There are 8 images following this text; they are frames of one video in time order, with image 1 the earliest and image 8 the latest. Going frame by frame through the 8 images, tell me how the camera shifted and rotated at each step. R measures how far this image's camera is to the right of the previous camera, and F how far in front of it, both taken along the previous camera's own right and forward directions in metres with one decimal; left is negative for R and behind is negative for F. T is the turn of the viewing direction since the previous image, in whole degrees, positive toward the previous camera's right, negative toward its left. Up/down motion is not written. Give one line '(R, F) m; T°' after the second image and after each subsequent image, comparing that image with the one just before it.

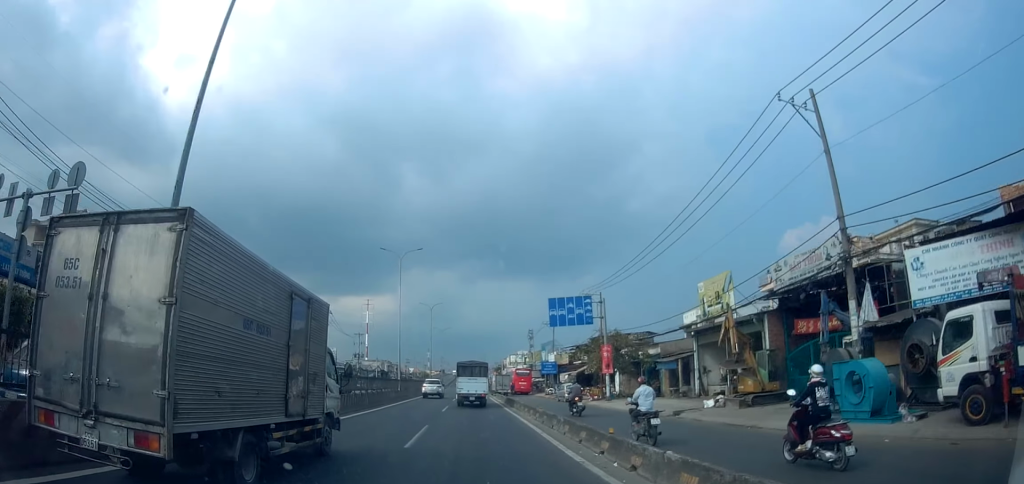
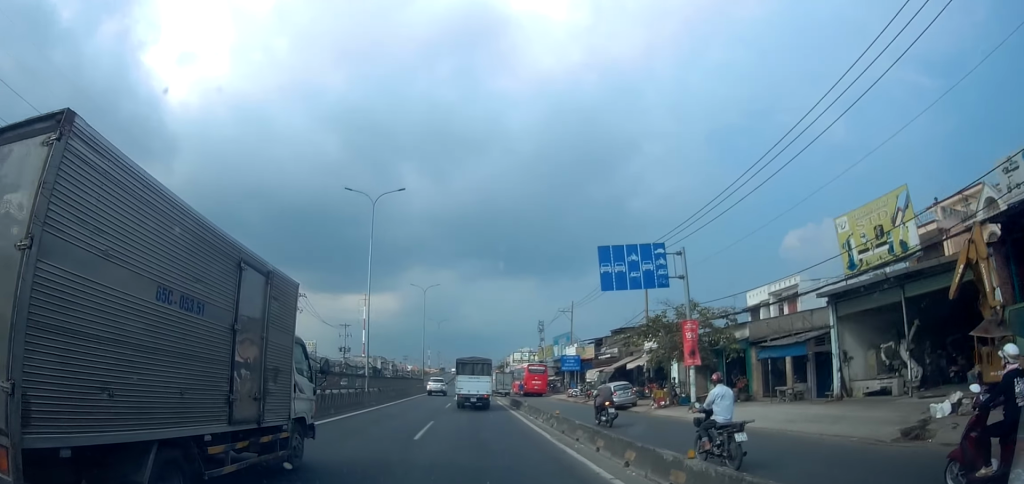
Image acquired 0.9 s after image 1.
(+0.3, +13.4) m; +2°
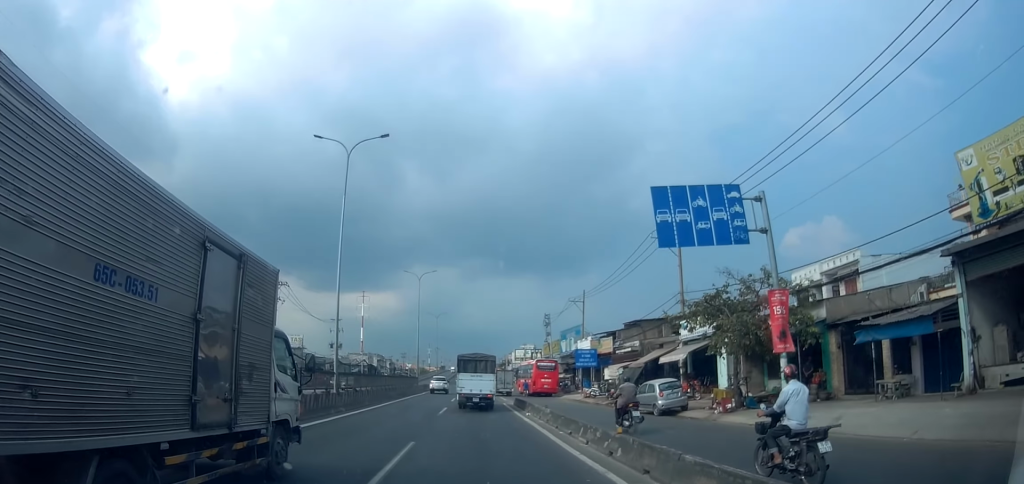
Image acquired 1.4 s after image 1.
(+0.1, +6.8) m; +1°
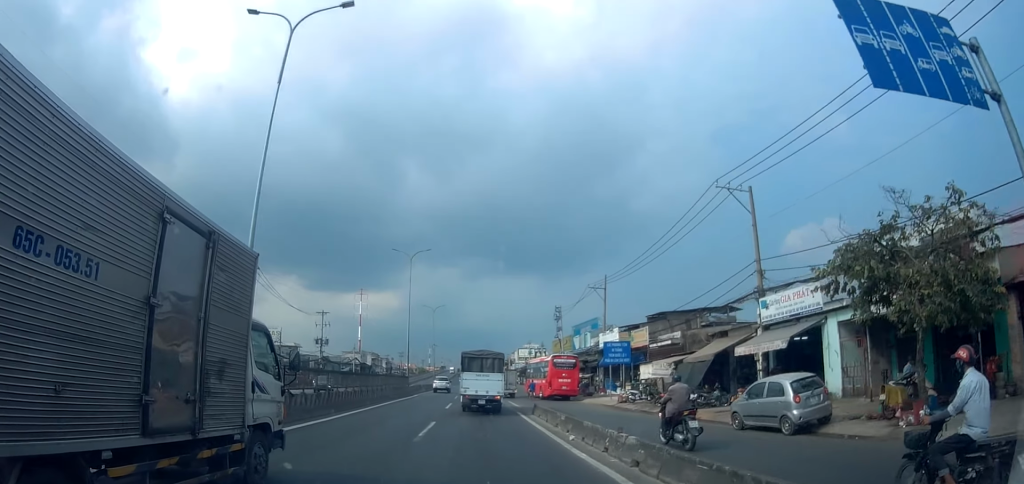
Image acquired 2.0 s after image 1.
(+0.1, +9.2) m; -2°
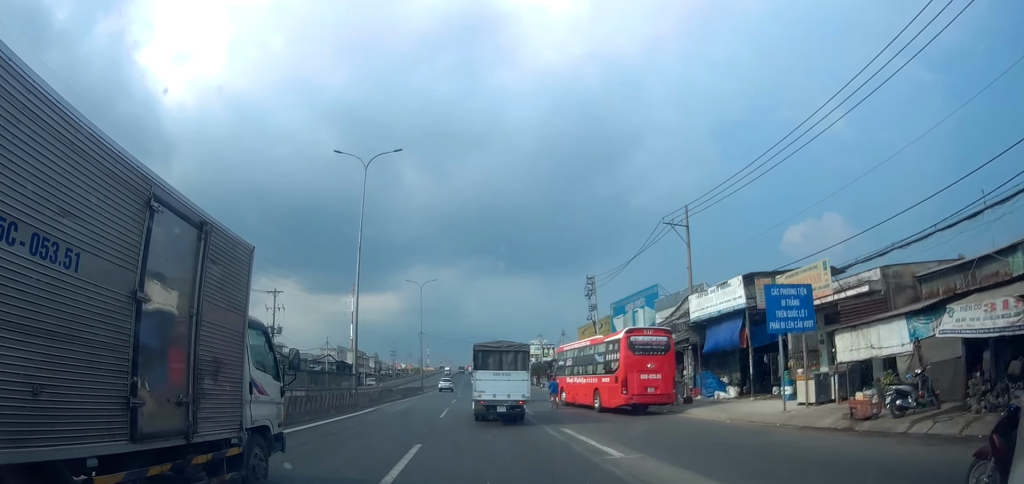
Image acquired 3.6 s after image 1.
(-0.4, +20.5) m; +1°
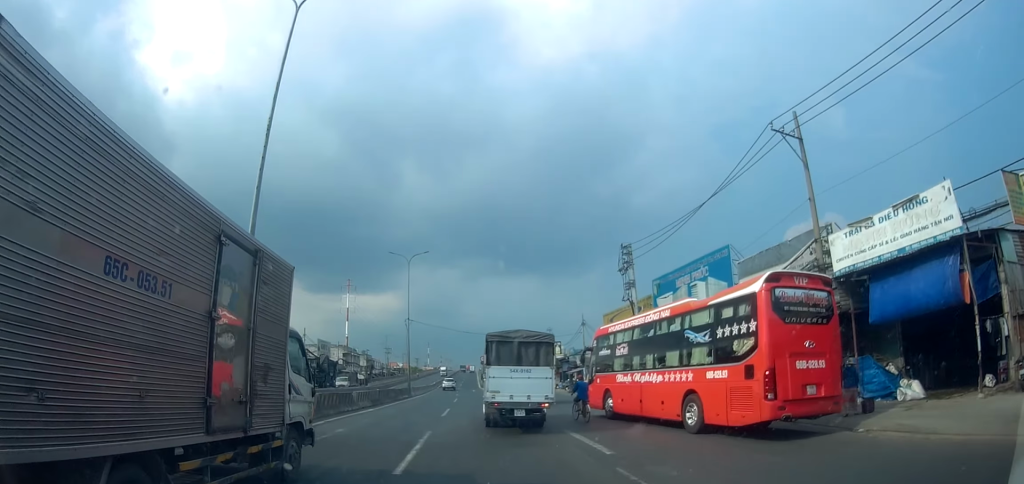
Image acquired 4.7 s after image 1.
(+0.3, +12.7) m; -1°
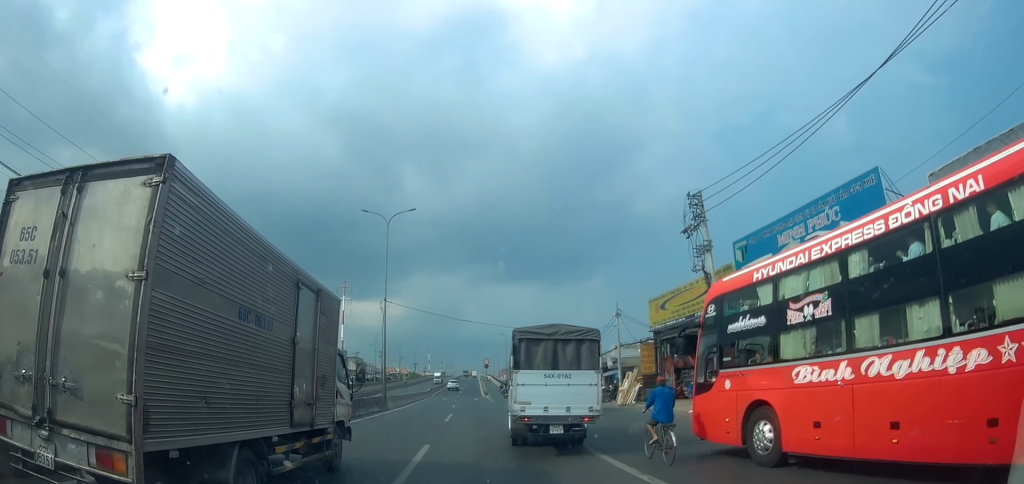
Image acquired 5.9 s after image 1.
(-0.6, +13.8) m; 0°
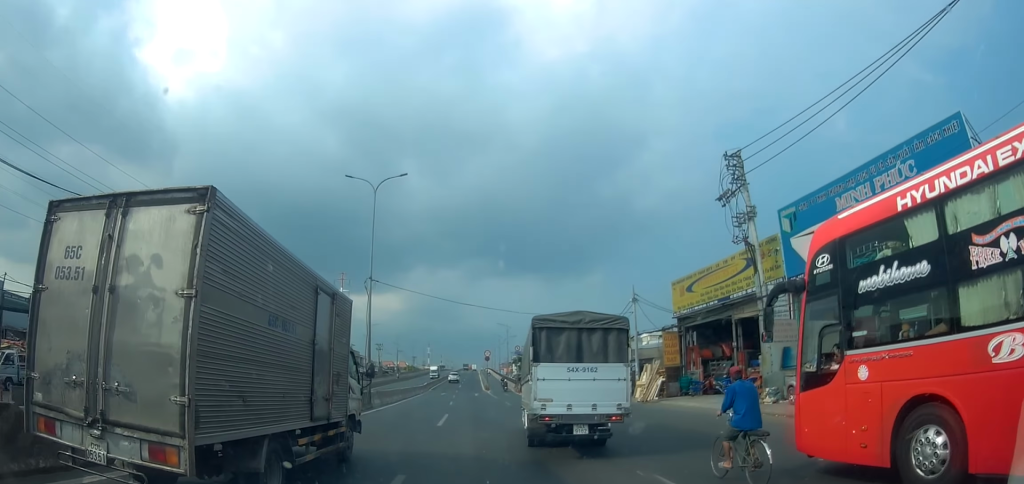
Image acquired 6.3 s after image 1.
(-0.1, +5.0) m; +2°
